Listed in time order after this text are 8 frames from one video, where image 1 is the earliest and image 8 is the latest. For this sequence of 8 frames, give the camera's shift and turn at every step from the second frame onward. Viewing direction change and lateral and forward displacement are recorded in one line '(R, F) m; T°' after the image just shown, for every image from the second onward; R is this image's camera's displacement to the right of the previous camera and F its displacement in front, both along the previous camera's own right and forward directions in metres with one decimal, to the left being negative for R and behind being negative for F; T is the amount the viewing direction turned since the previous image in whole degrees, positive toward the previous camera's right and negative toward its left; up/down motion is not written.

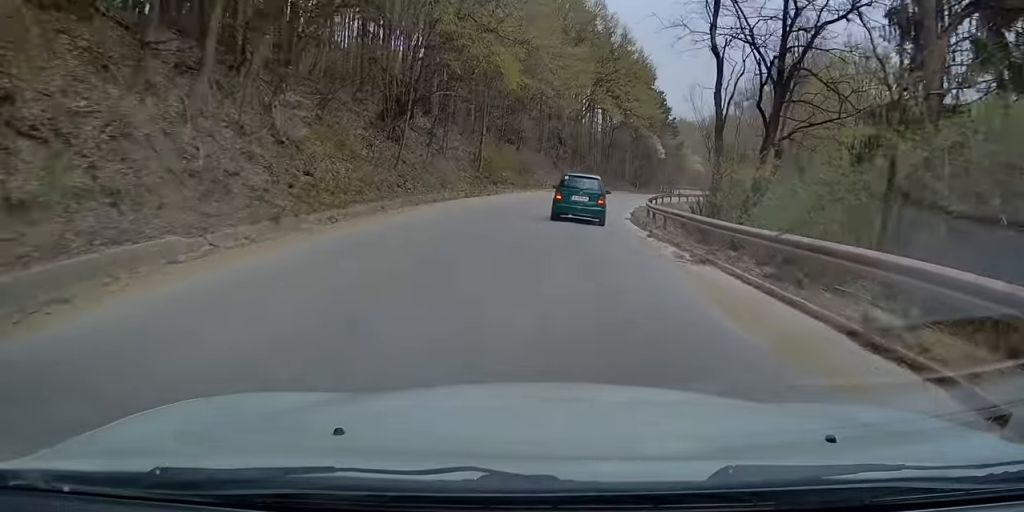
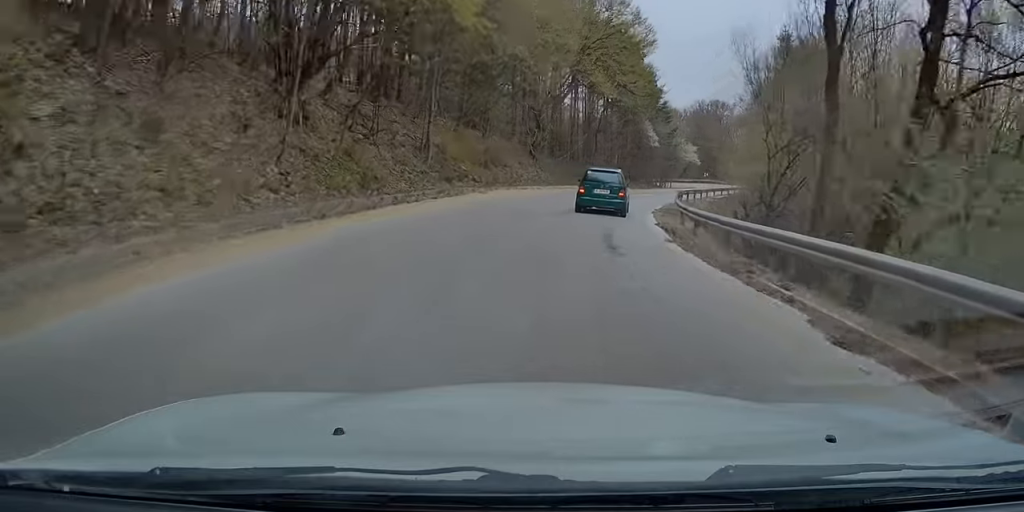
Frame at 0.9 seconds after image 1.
(+0.5, +12.7) m; +3°
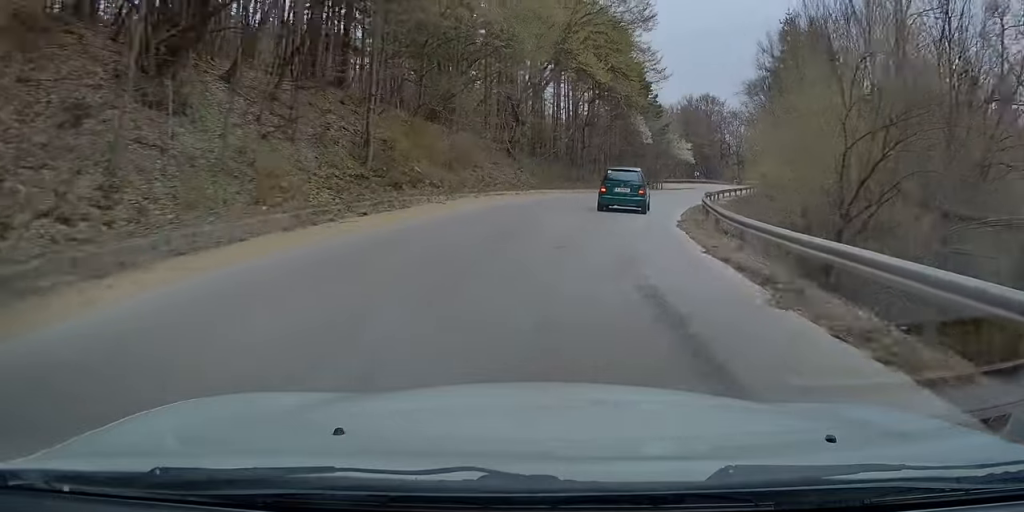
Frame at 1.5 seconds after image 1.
(-0.1, +8.0) m; +1°
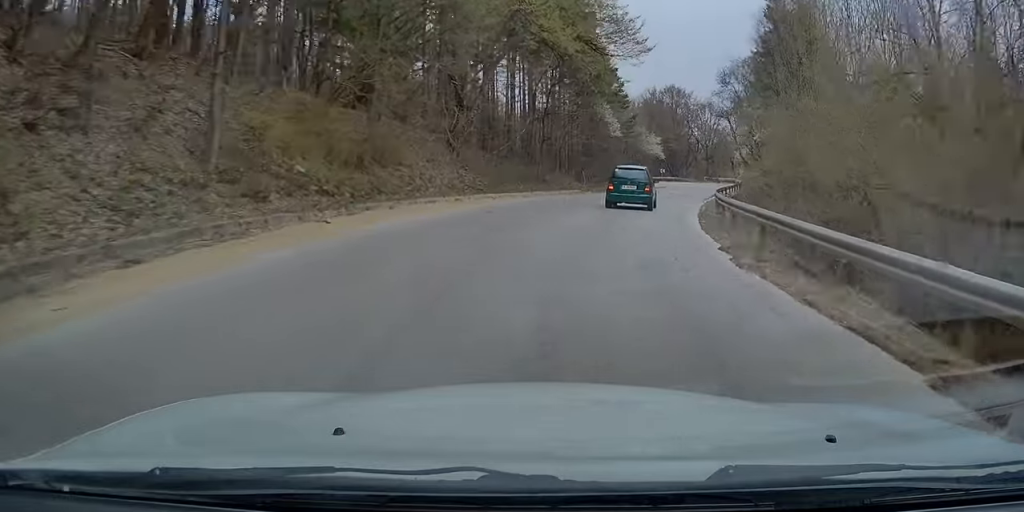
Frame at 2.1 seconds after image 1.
(+0.2, +9.1) m; +2°
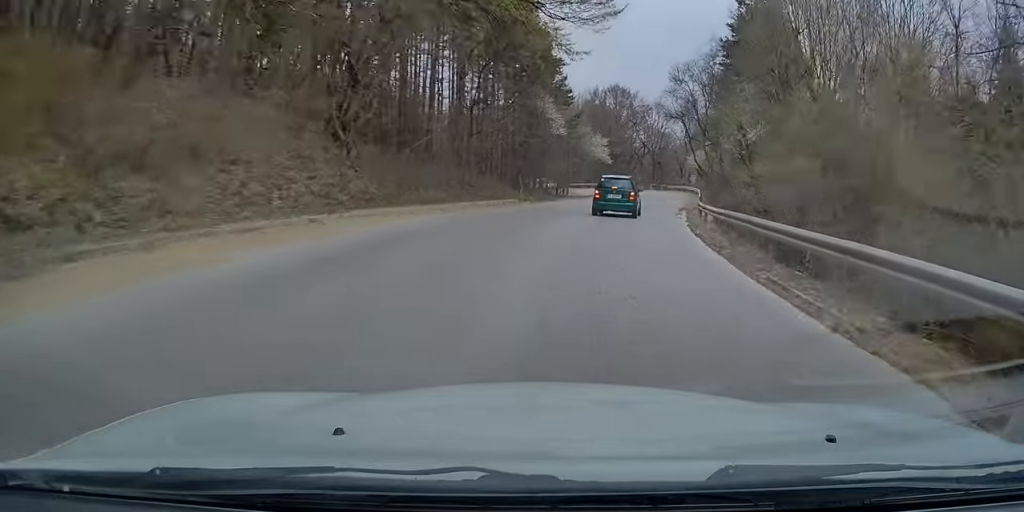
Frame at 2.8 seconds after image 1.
(+0.1, +9.6) m; +3°
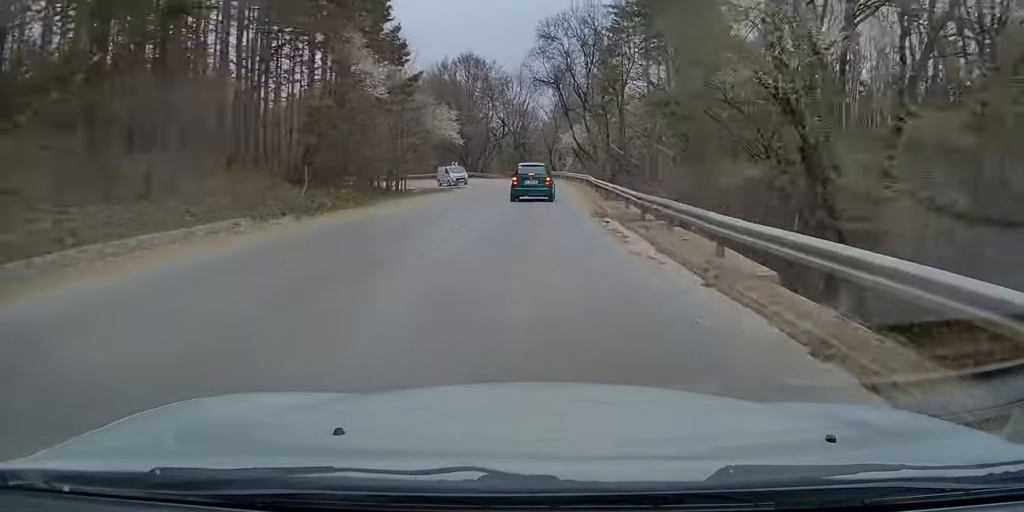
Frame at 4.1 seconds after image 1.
(+1.6, +19.0) m; +8°
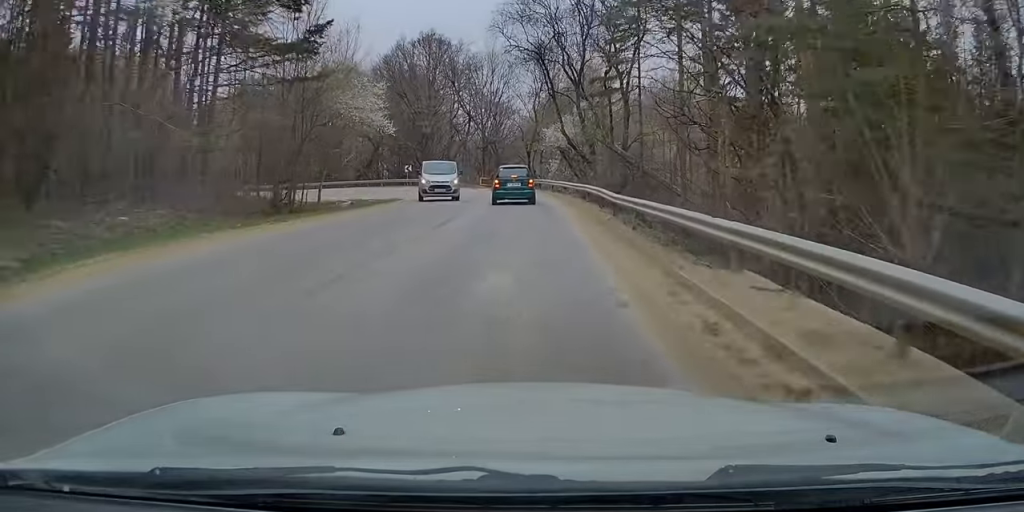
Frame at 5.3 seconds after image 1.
(+0.6, +16.9) m; +4°
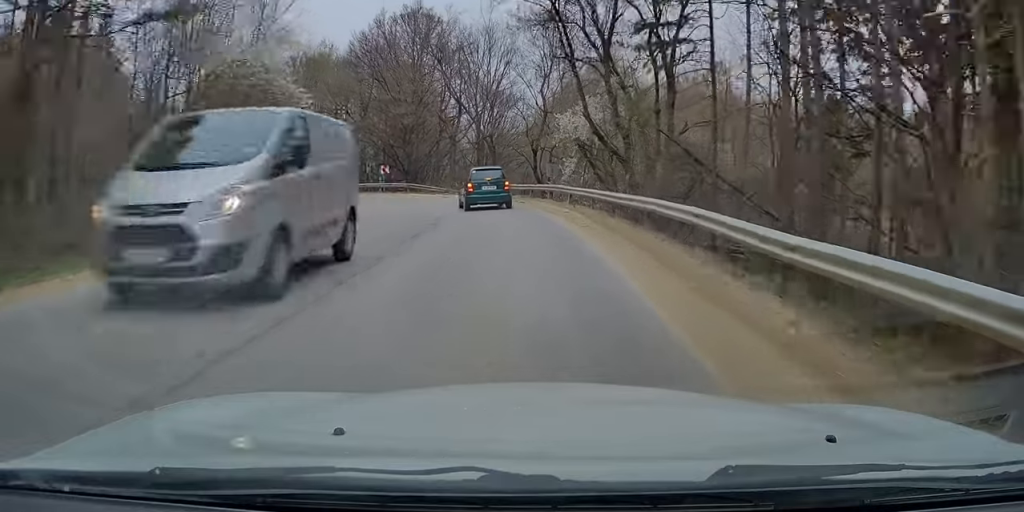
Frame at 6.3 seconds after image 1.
(+0.4, +12.3) m; +1°
